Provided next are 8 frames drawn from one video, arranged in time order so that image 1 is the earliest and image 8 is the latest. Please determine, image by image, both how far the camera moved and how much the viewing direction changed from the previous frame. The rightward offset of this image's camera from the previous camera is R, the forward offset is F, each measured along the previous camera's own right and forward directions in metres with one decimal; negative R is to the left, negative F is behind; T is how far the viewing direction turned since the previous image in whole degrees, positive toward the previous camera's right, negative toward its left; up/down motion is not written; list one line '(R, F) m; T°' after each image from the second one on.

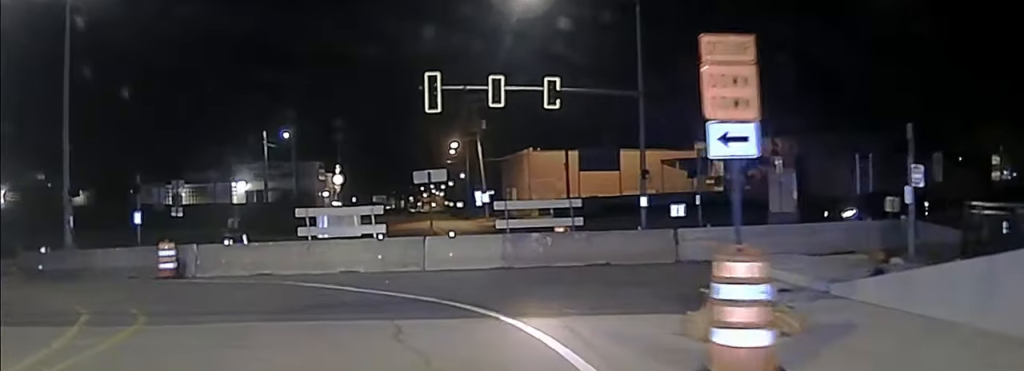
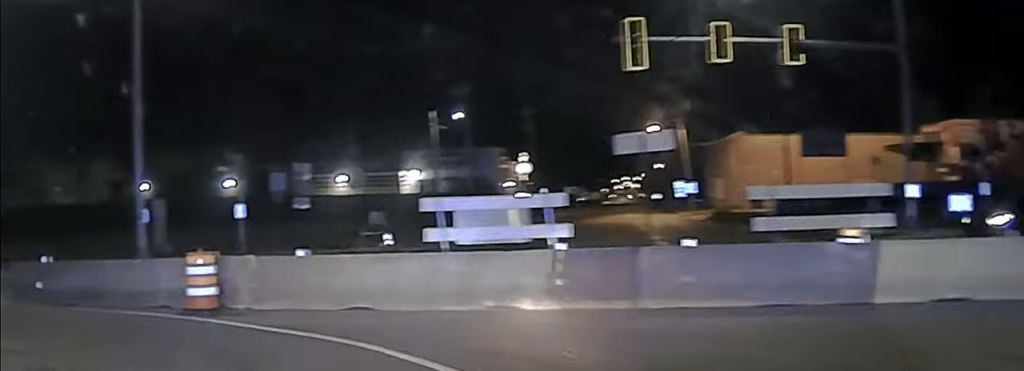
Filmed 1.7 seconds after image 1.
(-0.5, +11.4) m; -8°
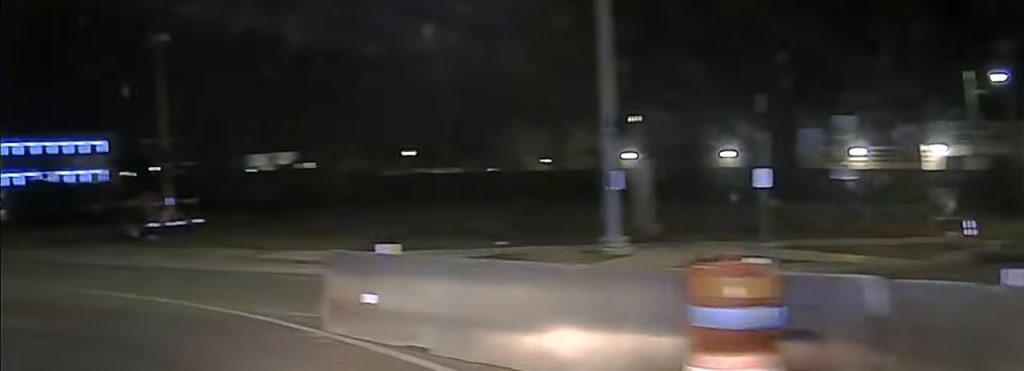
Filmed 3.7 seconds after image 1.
(-1.7, +9.0) m; -26°
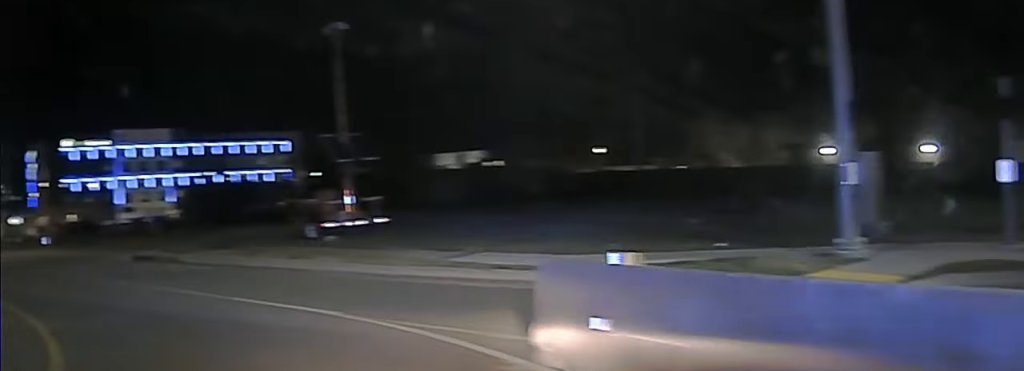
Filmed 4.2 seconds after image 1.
(-0.2, +2.1) m; -8°
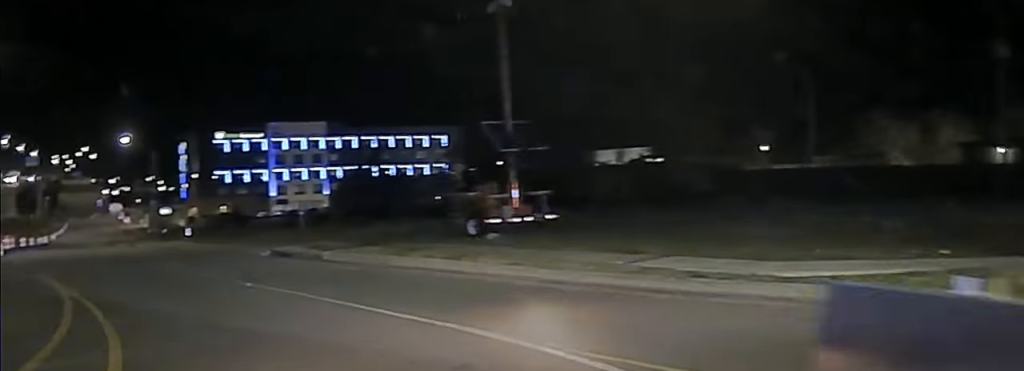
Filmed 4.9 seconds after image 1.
(-0.1, +2.4) m; -9°
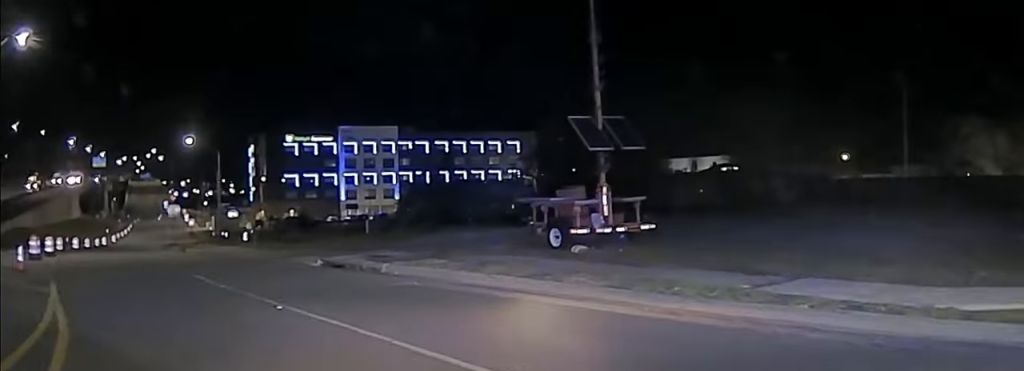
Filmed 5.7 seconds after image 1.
(-0.4, +3.1) m; -11°
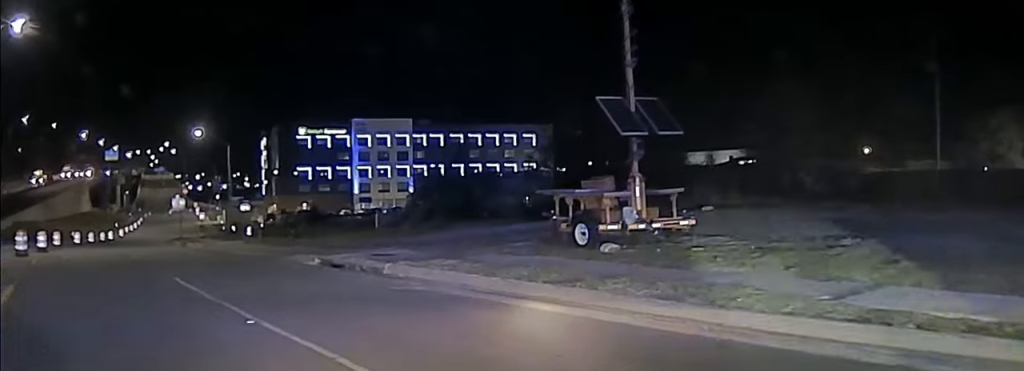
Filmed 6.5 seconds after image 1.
(-0.2, +2.5) m; -7°
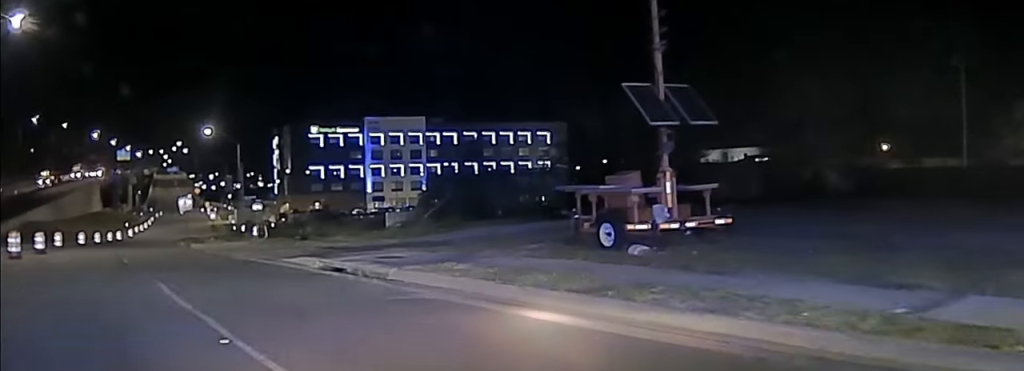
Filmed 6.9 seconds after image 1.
(0.0, +1.6) m; -4°
